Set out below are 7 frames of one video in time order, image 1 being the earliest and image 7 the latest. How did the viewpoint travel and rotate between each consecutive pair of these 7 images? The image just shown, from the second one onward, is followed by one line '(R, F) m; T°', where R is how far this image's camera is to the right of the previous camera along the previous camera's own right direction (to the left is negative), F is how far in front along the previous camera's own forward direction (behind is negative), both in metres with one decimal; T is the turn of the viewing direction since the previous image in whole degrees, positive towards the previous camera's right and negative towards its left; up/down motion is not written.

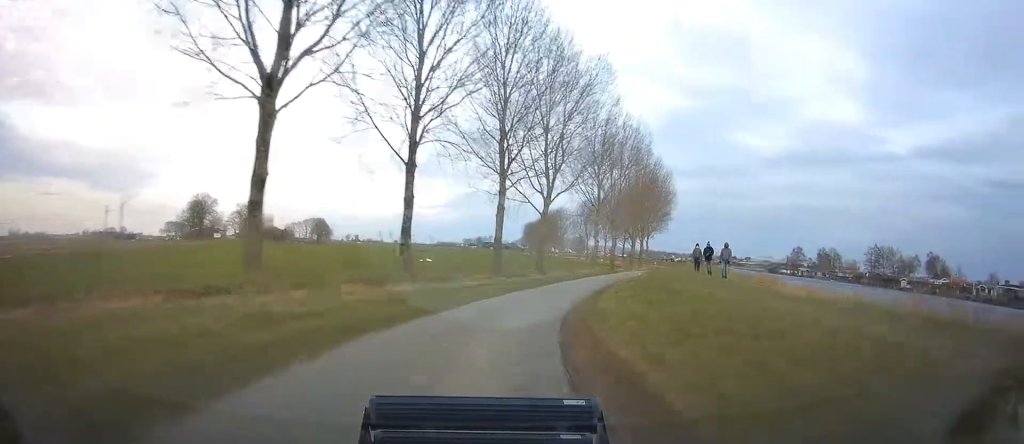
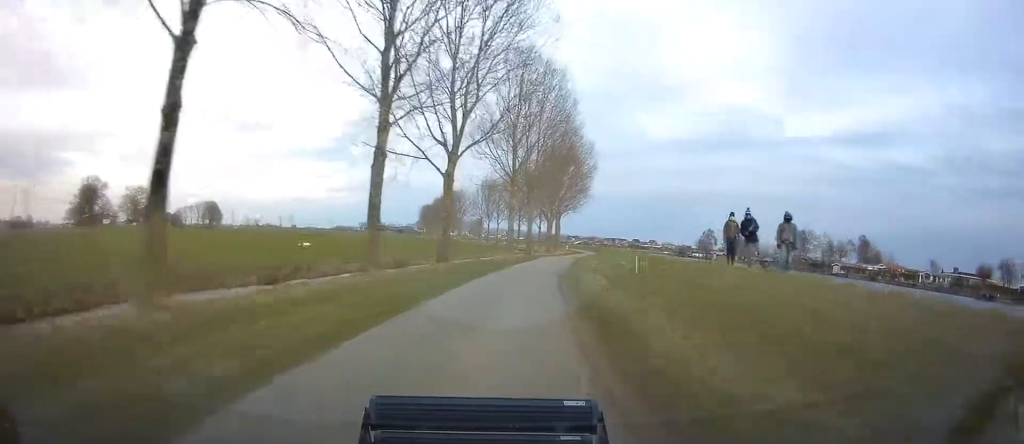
(+0.4, +14.6) m; +7°
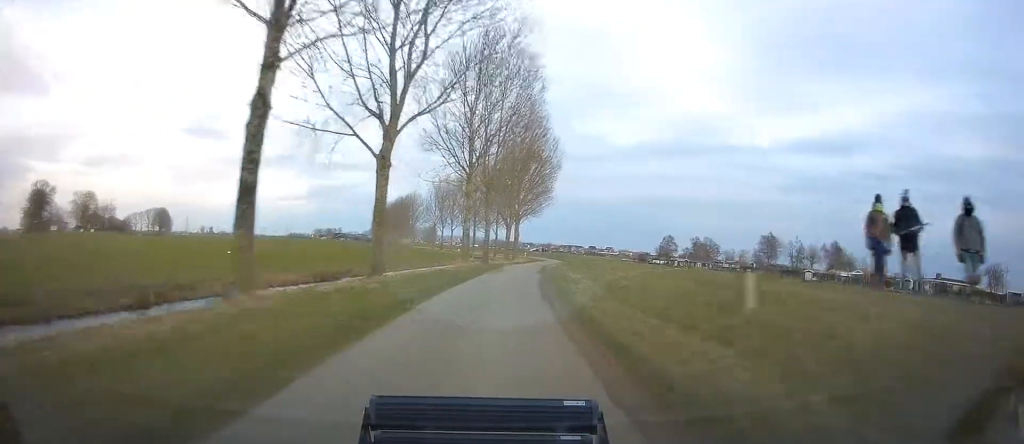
(+0.9, +9.4) m; +4°
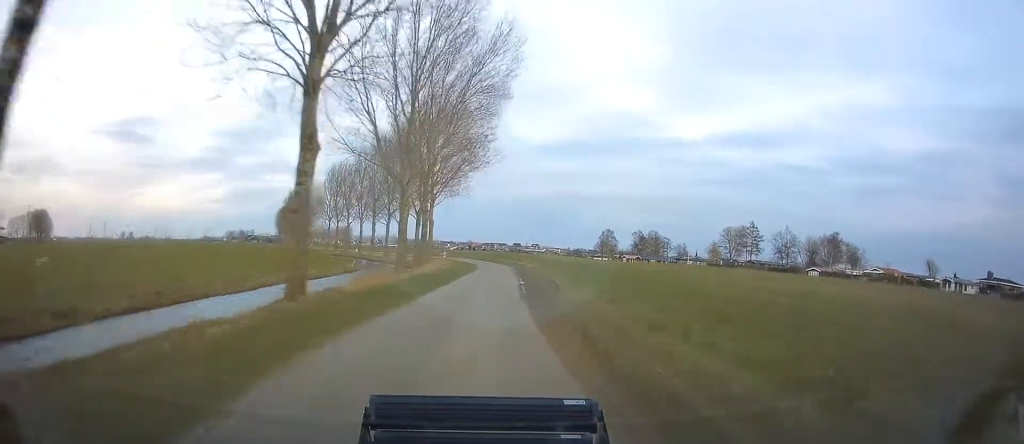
(+4.3, +41.0) m; +9°
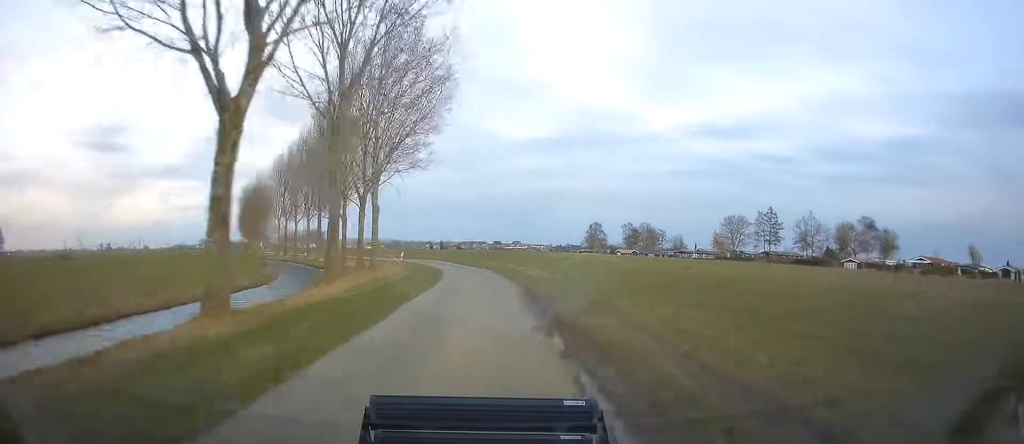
(+0.6, +23.7) m; +2°
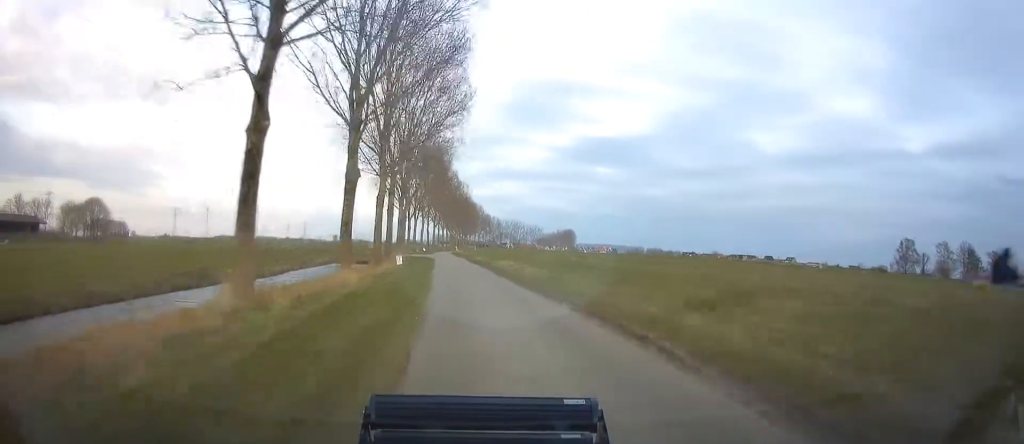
(-11.3, +73.5) m; -22°
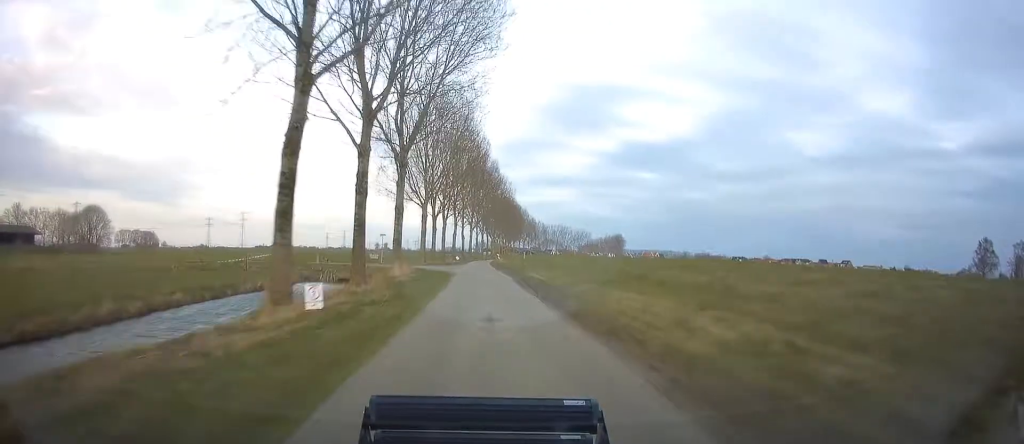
(-1.1, +23.4) m; -4°
